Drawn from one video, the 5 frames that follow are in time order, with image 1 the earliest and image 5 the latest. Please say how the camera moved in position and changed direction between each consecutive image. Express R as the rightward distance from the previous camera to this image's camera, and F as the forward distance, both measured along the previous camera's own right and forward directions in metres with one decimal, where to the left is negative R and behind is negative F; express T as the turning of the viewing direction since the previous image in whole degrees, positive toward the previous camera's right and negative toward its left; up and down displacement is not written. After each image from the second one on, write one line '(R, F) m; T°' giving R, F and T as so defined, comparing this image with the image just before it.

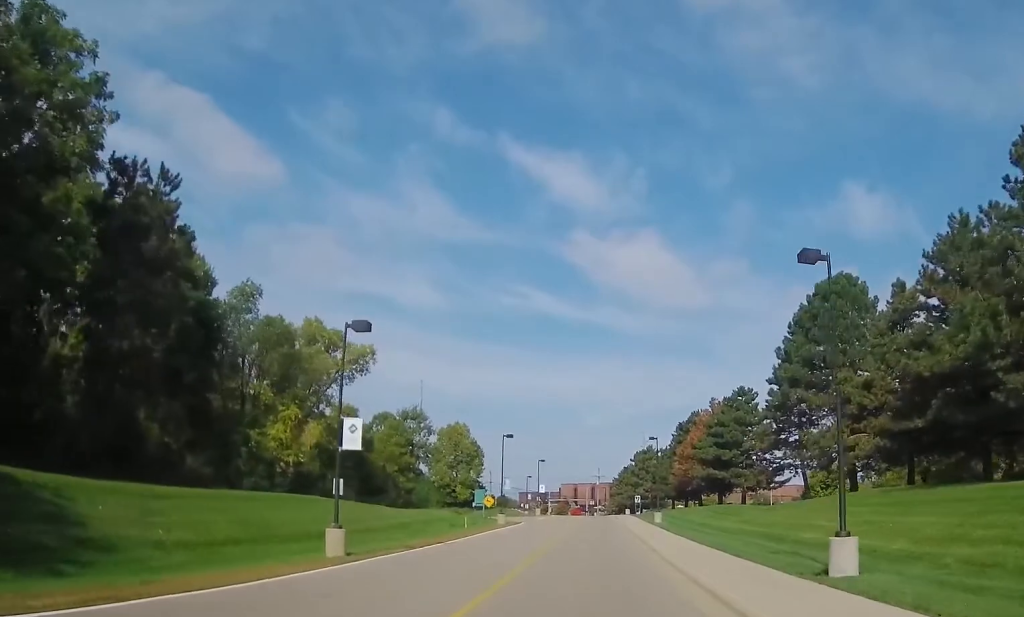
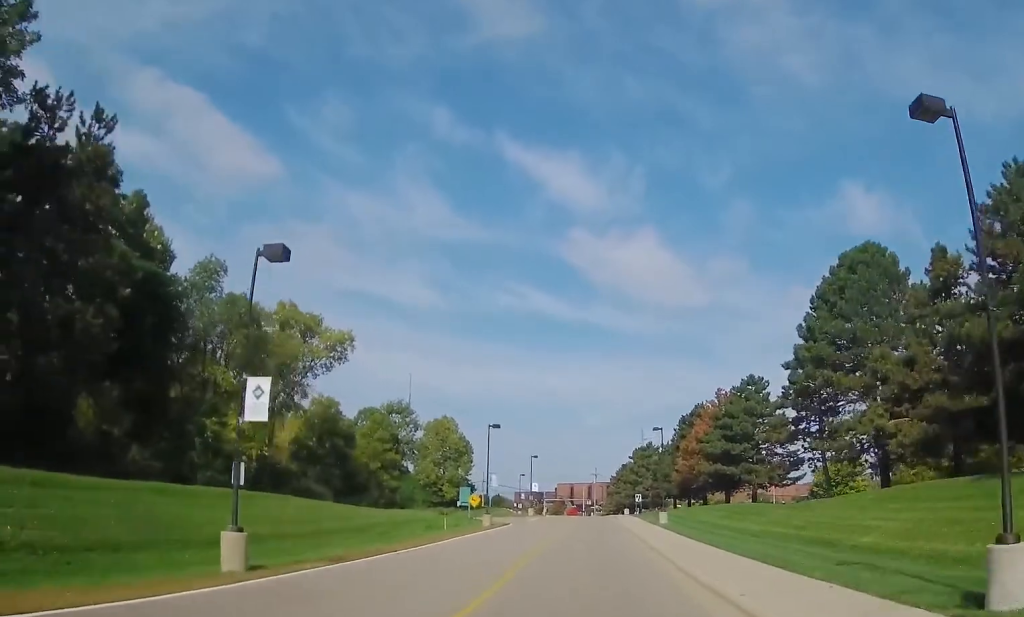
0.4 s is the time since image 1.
(+0.2, +6.4) m; 0°
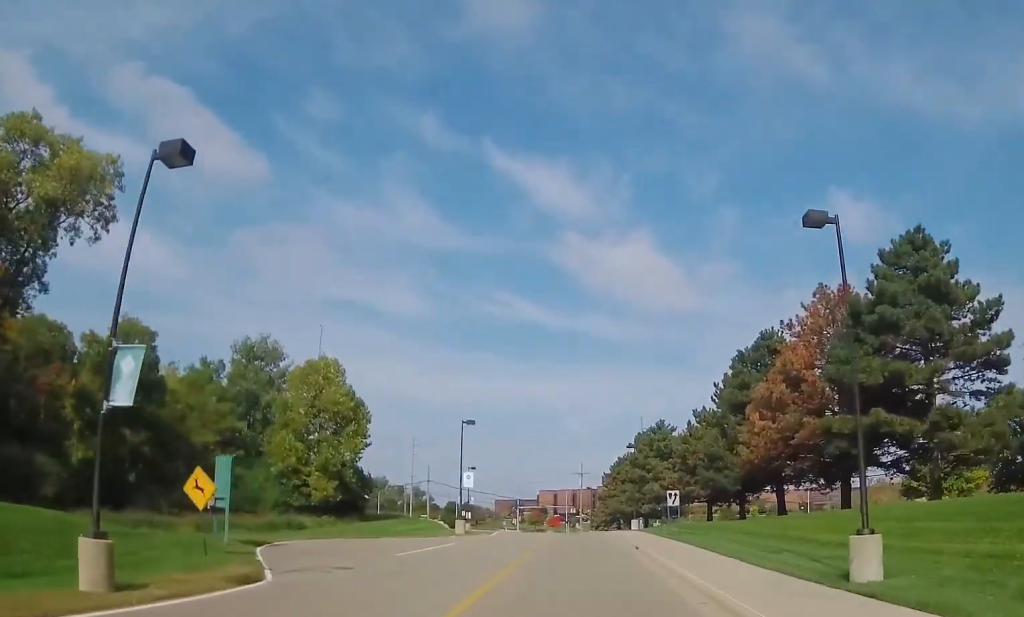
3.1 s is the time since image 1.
(+0.3, +39.1) m; +6°
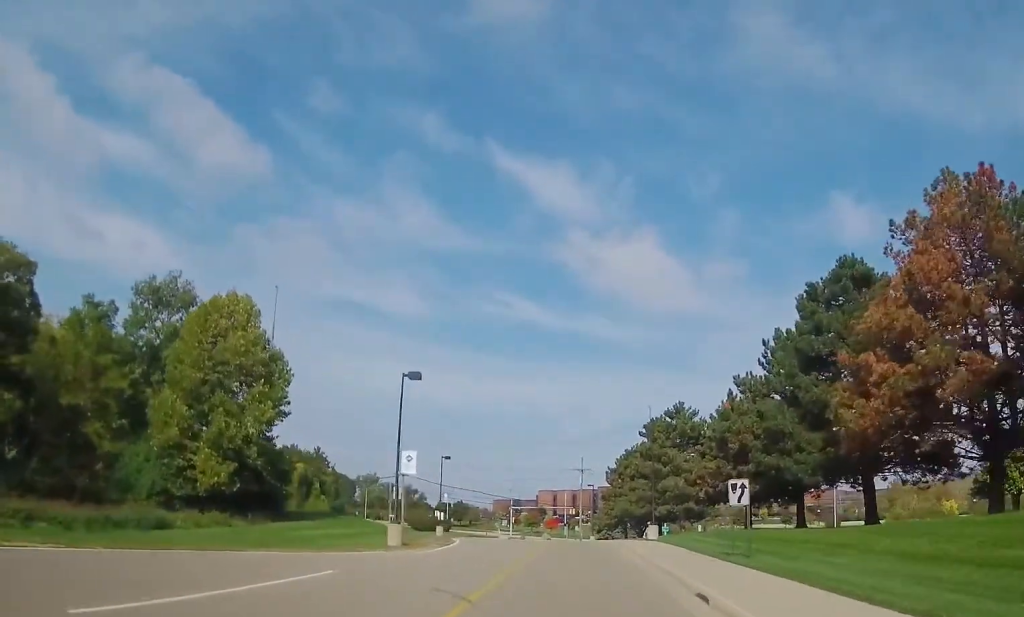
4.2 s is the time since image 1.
(+1.2, +15.2) m; +2°
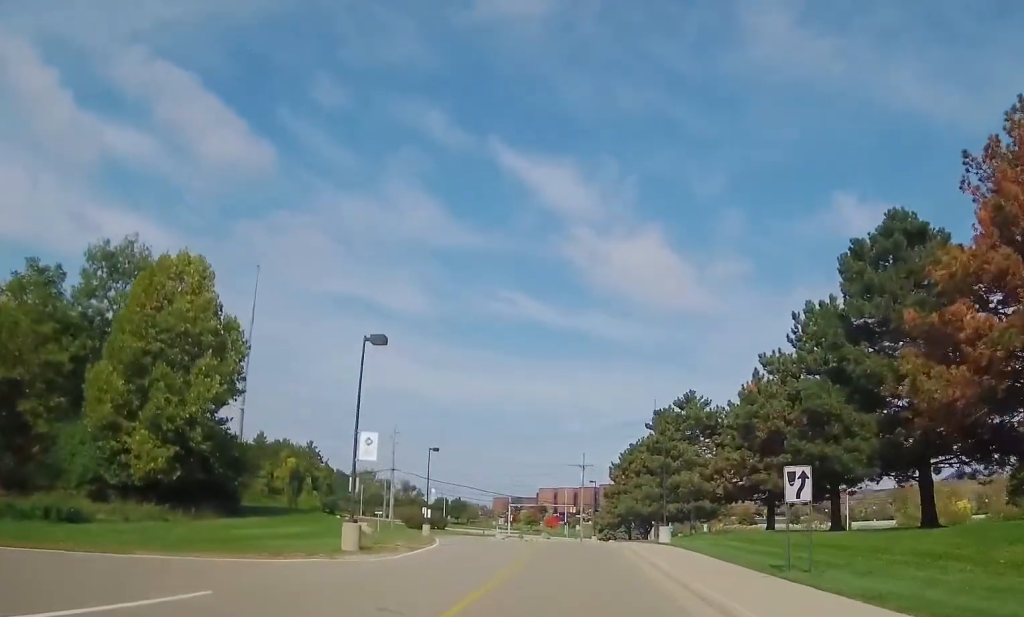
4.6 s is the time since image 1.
(-0.1, +5.7) m; -1°
